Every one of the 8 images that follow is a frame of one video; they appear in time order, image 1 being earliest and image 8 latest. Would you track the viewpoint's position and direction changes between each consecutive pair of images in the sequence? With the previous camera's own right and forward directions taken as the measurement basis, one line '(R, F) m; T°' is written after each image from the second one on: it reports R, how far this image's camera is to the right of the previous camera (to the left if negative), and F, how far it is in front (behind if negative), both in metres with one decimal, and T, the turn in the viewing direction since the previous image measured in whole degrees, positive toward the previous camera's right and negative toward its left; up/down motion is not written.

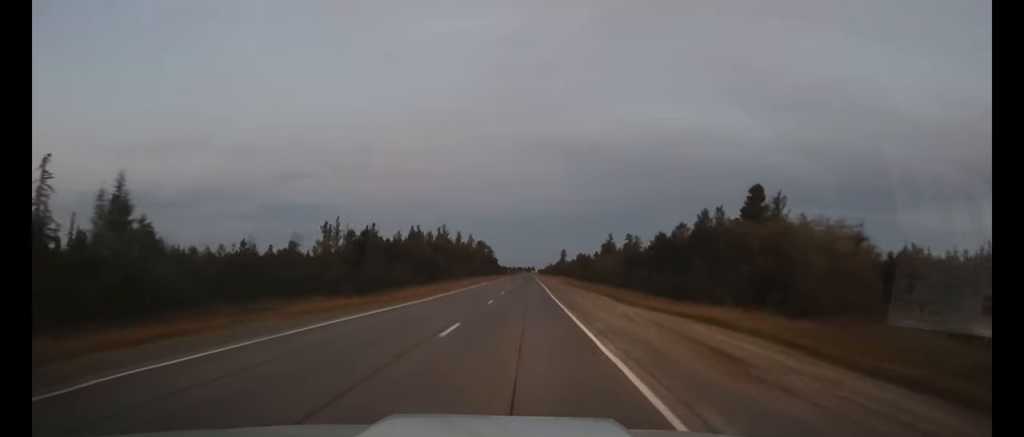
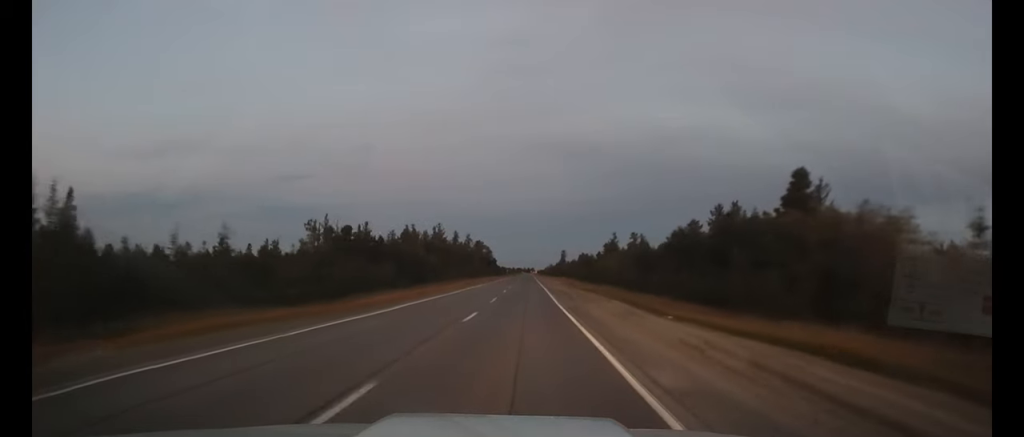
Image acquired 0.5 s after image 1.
(0.0, +8.9) m; 0°
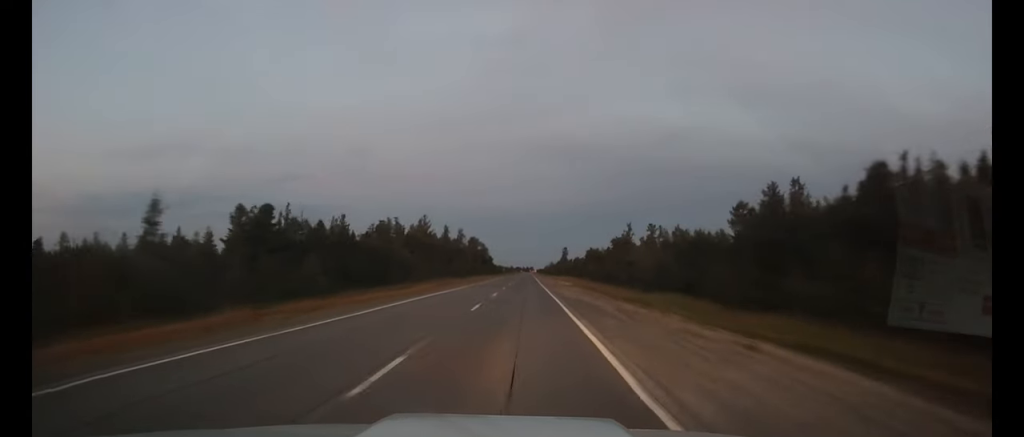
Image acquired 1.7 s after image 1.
(0.0, +24.4) m; 0°
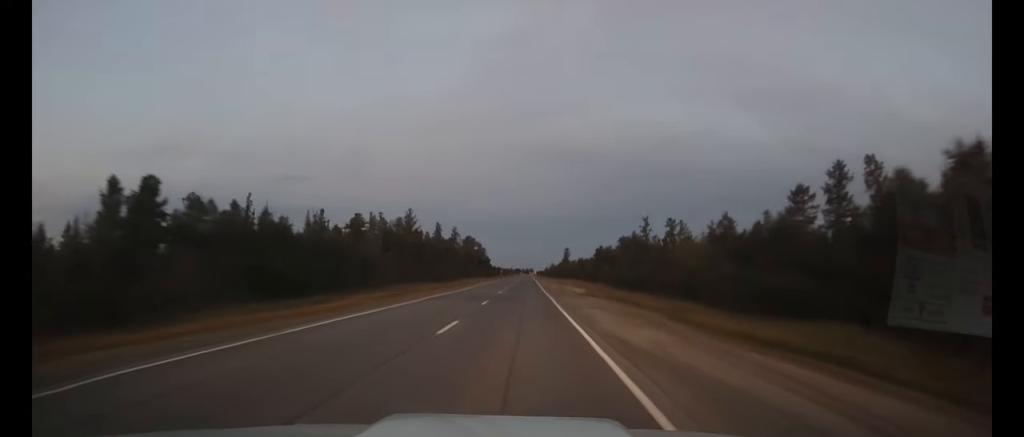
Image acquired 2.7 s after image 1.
(0.0, +19.0) m; 0°
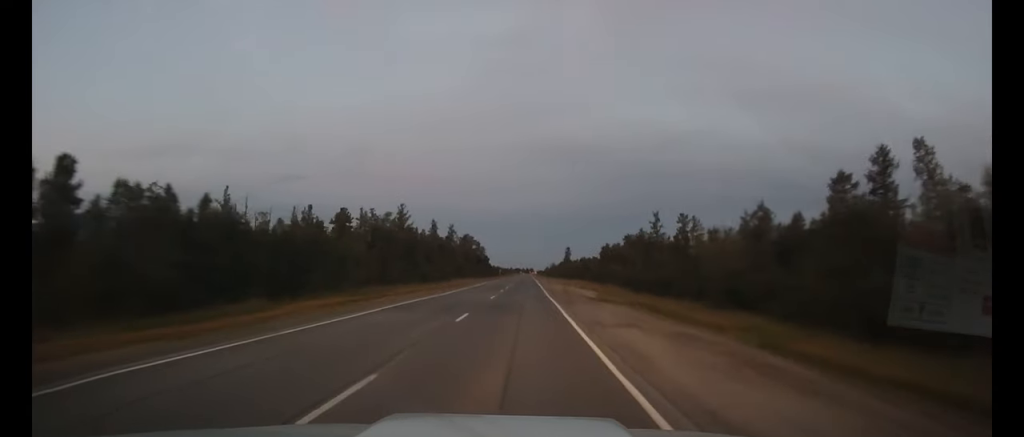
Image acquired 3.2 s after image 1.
(0.0, +9.3) m; 0°
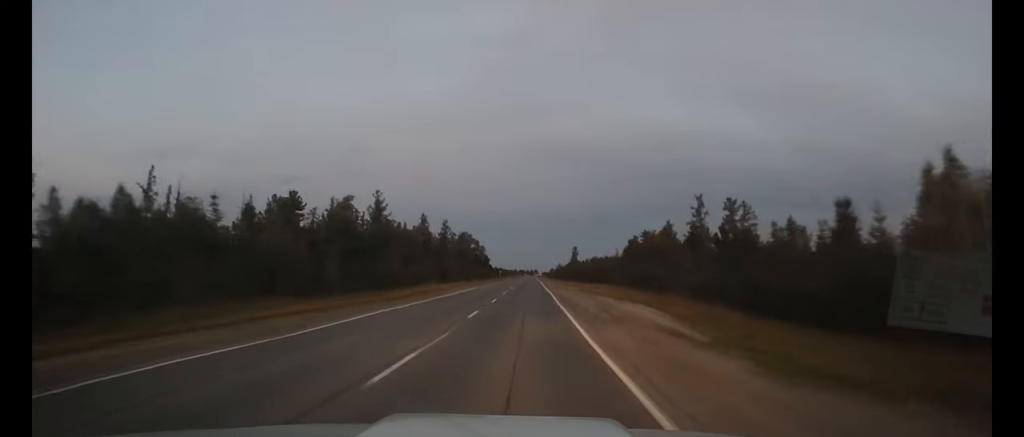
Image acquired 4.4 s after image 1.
(-0.1, +24.8) m; 0°
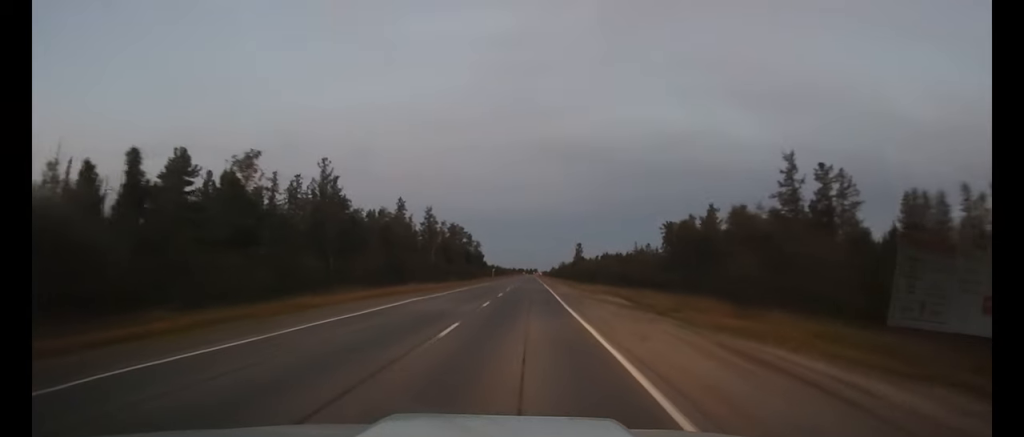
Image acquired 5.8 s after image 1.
(-0.1, +29.3) m; 0°
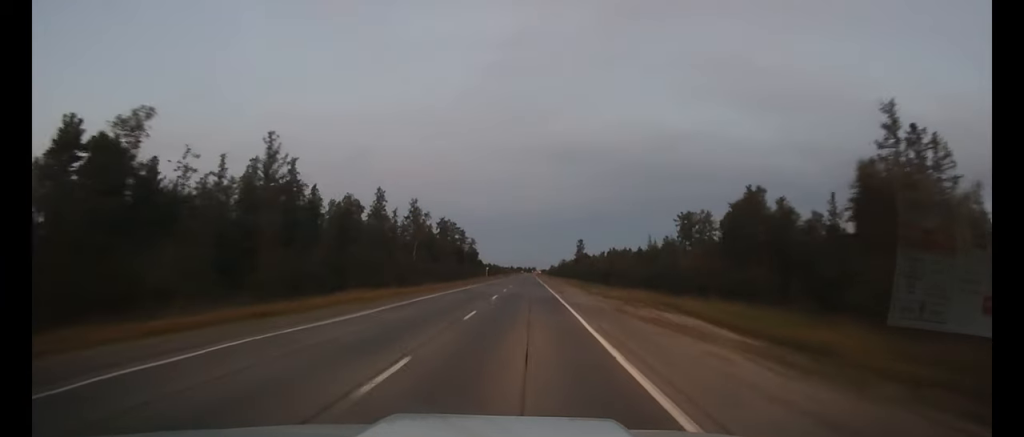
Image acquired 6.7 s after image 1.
(0.0, +17.3) m; 0°
